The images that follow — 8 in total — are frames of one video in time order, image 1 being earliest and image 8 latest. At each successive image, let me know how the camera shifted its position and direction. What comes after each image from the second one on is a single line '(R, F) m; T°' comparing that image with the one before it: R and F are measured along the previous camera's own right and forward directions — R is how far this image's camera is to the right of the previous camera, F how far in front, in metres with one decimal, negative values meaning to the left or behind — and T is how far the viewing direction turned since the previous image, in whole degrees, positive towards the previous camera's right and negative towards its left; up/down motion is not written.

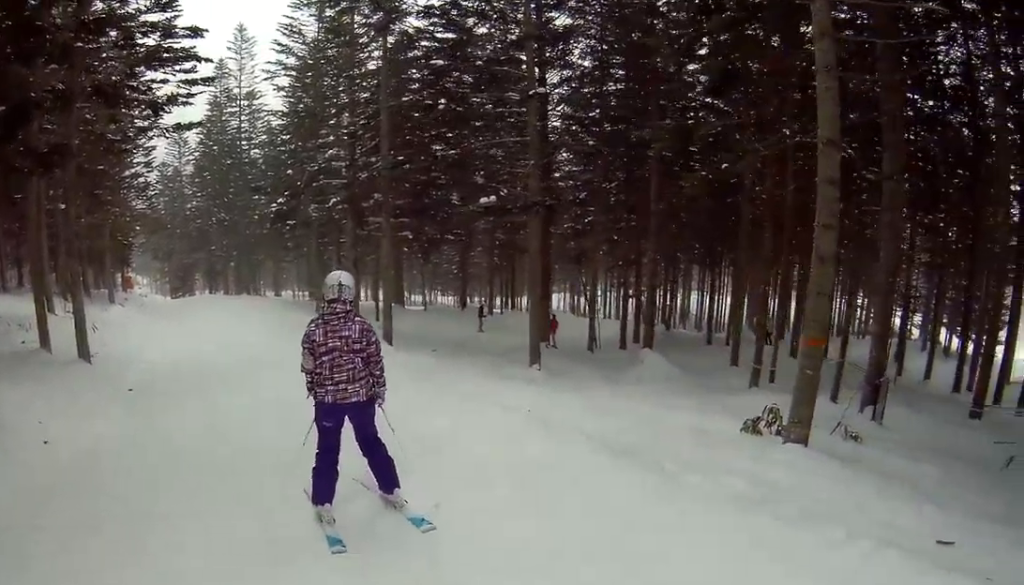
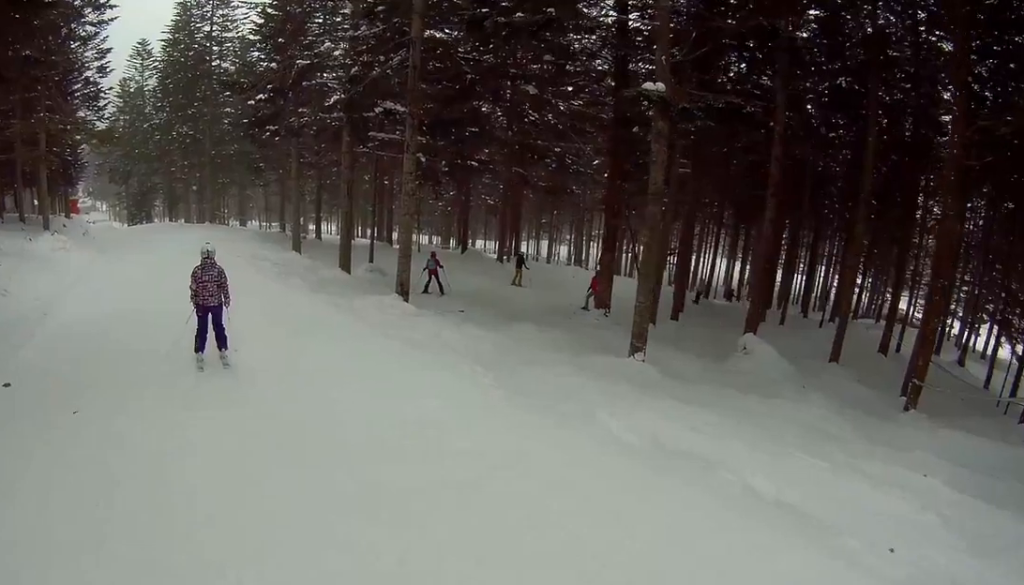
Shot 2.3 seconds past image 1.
(0.0, +7.1) m; -15°
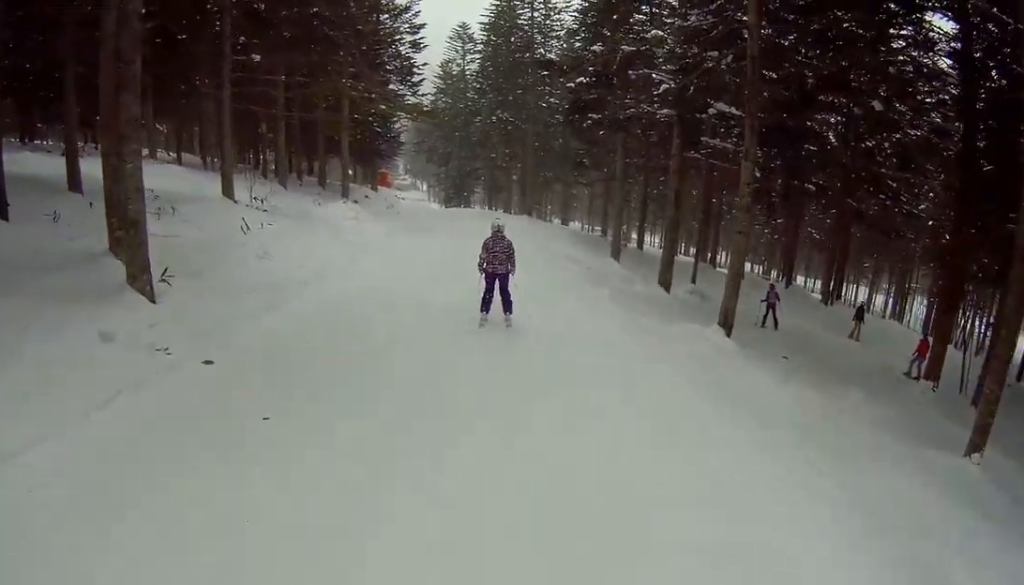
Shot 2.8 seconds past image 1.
(-0.3, +1.8) m; -5°
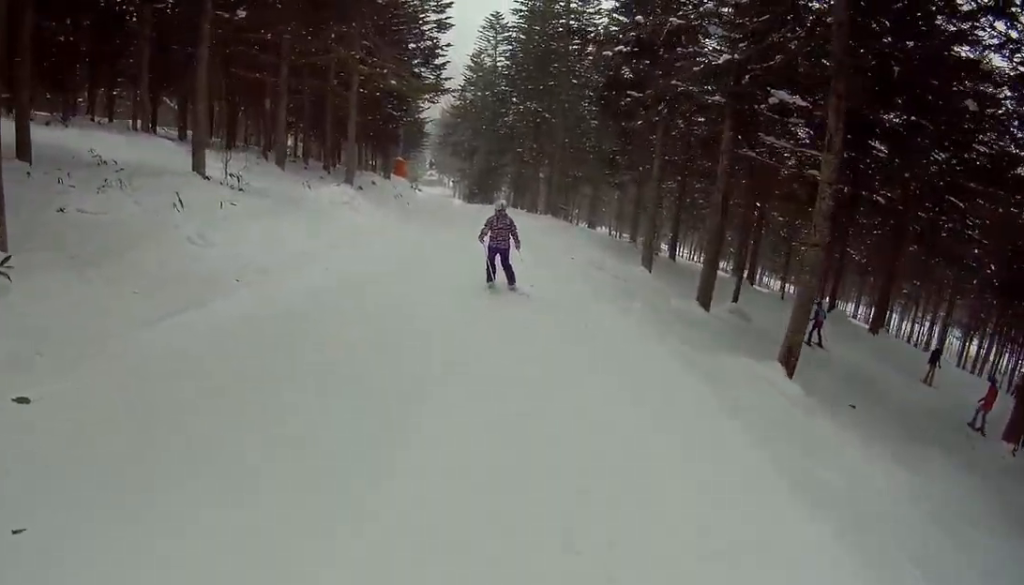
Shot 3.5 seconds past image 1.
(-0.7, +2.4) m; -4°
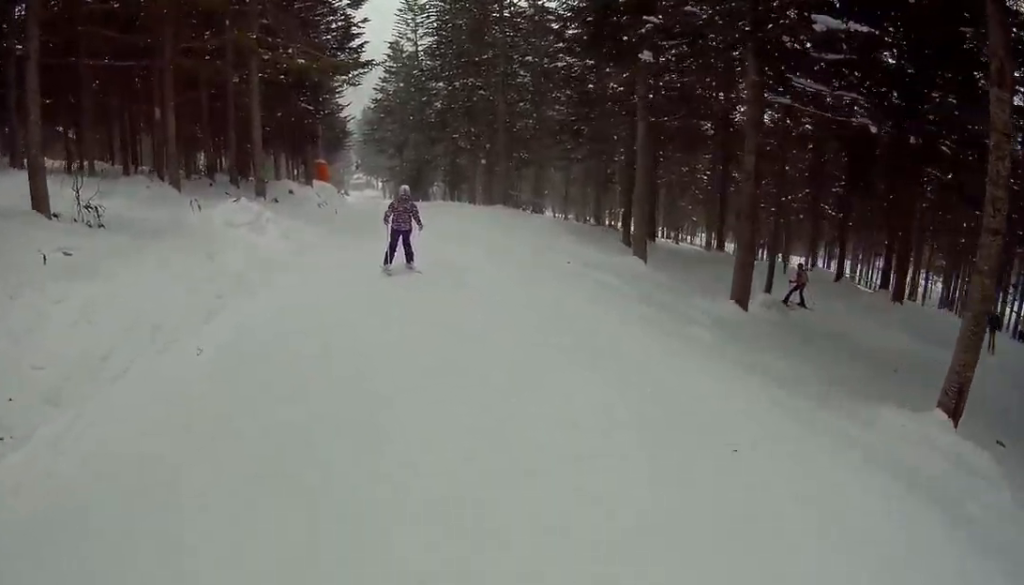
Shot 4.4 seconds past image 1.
(+0.7, +4.7) m; +17°
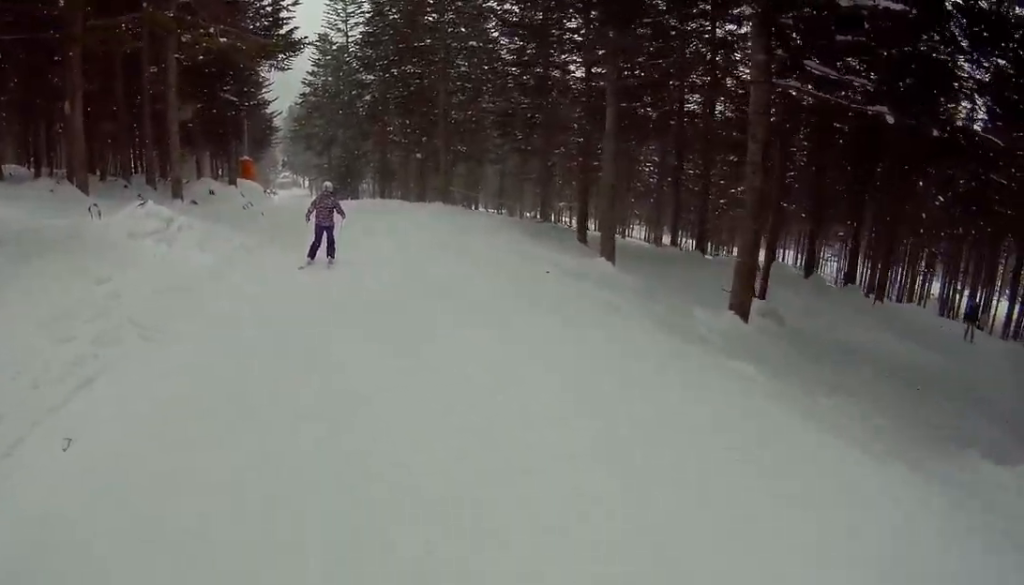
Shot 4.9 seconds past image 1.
(+0.3, +2.5) m; +4°
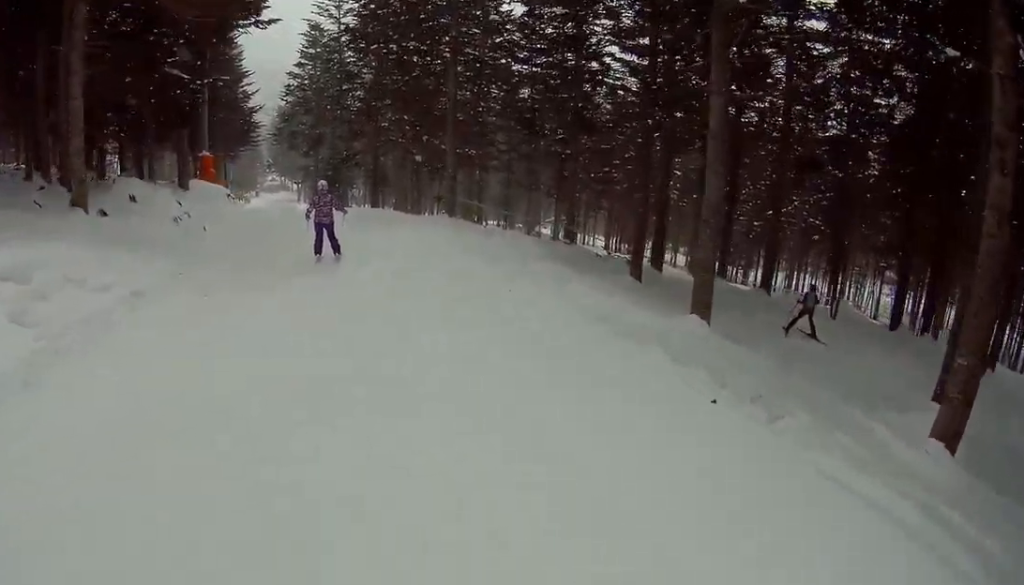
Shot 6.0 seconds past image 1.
(+0.5, +6.2) m; +5°
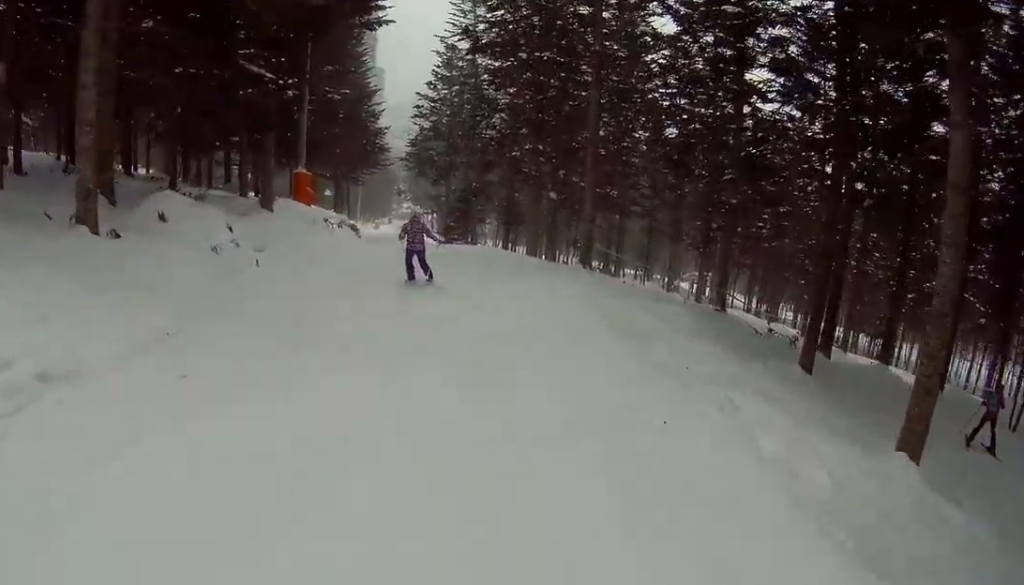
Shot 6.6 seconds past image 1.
(0.0, +3.9) m; -3°
